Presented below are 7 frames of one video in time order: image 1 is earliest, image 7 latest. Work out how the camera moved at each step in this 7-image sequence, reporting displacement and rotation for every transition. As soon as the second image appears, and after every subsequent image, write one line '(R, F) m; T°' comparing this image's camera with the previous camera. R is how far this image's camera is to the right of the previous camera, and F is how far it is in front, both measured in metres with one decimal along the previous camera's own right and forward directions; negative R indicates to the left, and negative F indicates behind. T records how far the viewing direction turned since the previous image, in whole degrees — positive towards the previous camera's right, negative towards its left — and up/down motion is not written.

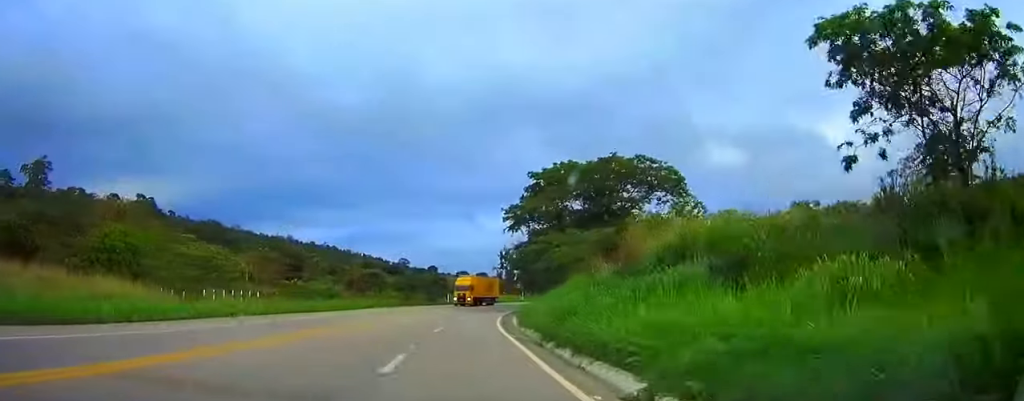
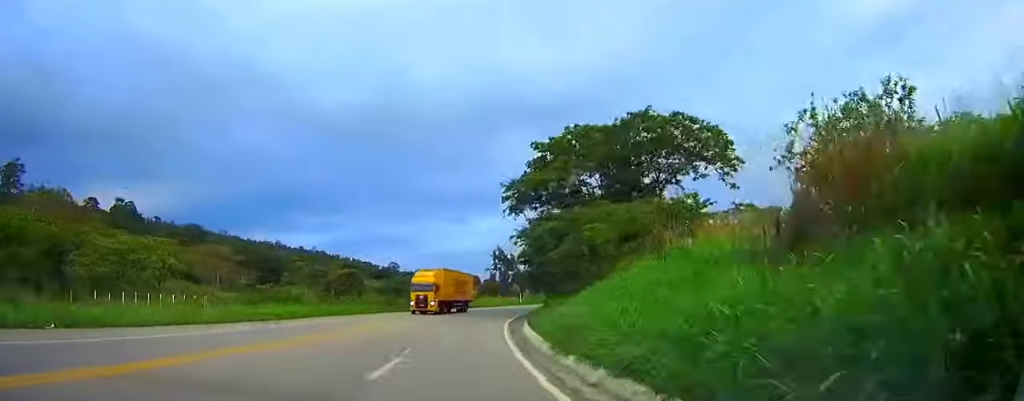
(+0.2, +16.6) m; +1°
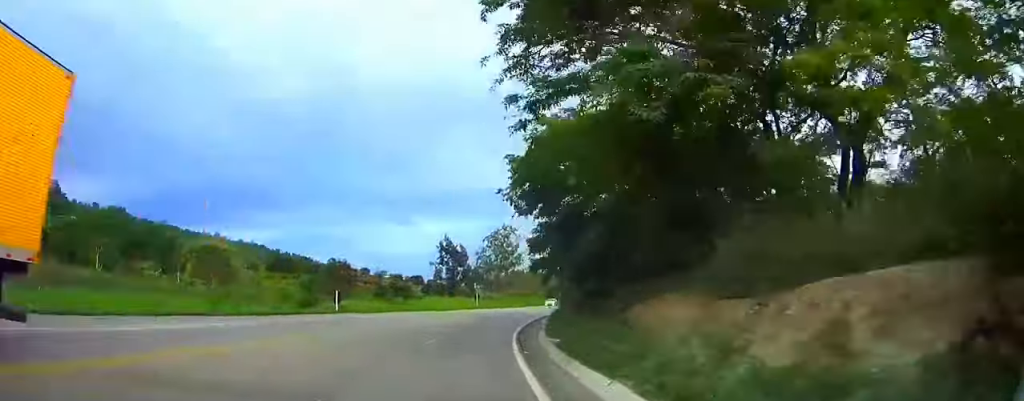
(+1.5, +39.1) m; +7°
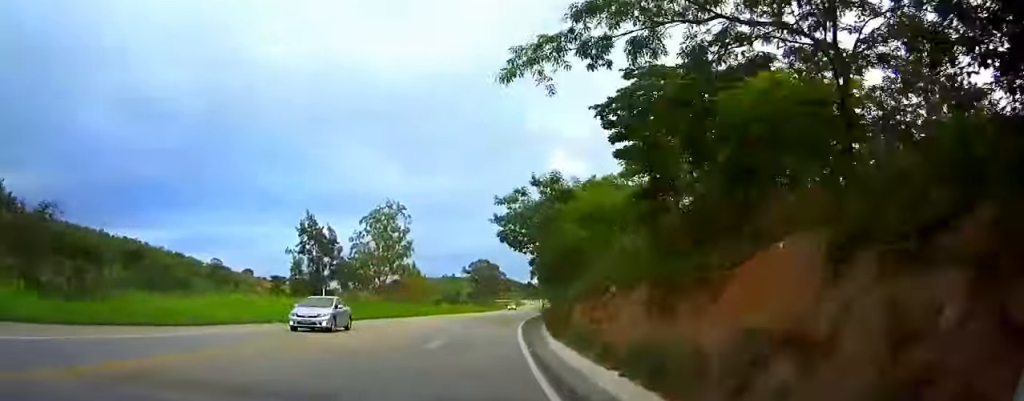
(+3.3, +50.0) m; +4°
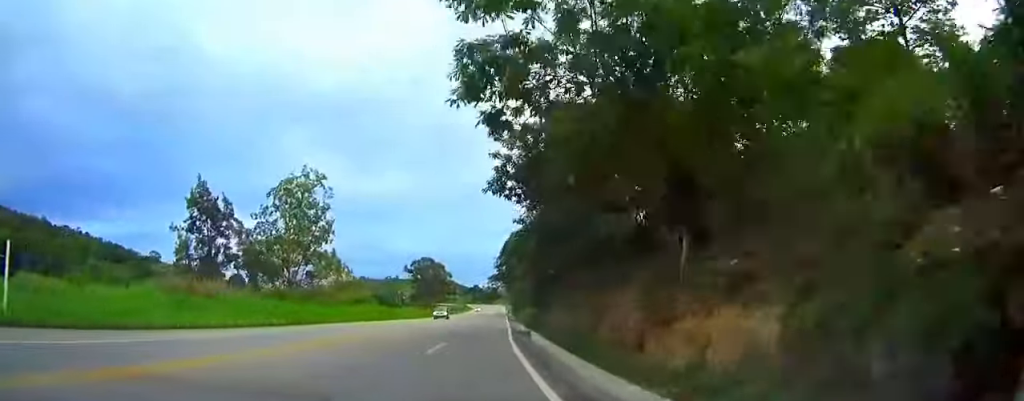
(+0.6, +32.1) m; +5°
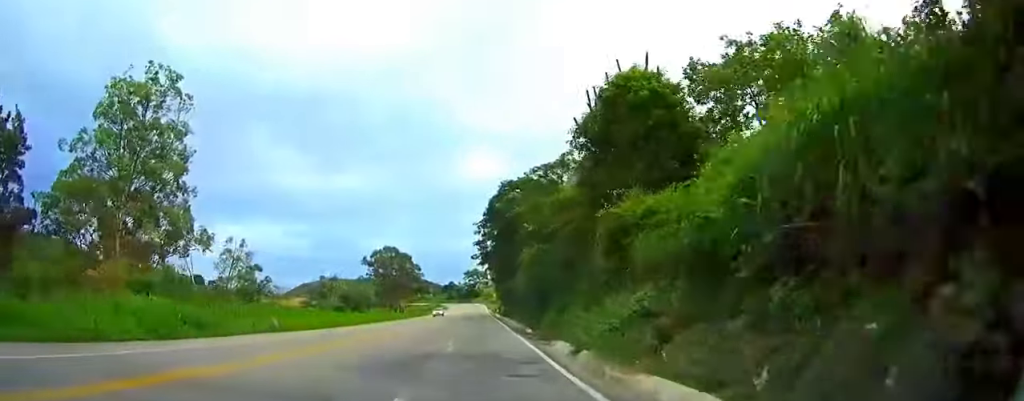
(+3.1, +45.9) m; +4°
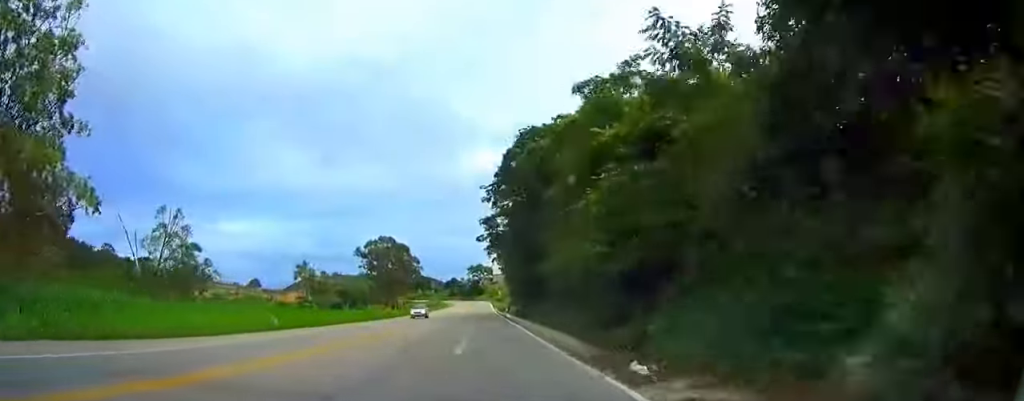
(0.0, +20.3) m; 0°
